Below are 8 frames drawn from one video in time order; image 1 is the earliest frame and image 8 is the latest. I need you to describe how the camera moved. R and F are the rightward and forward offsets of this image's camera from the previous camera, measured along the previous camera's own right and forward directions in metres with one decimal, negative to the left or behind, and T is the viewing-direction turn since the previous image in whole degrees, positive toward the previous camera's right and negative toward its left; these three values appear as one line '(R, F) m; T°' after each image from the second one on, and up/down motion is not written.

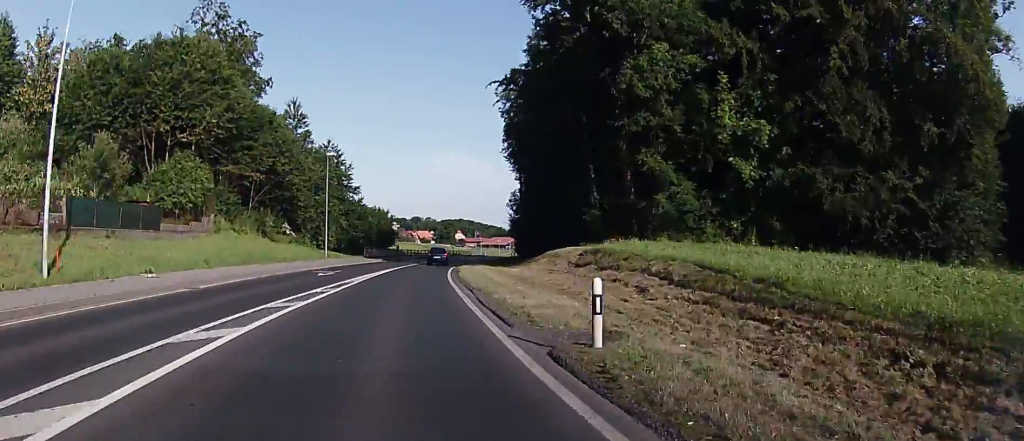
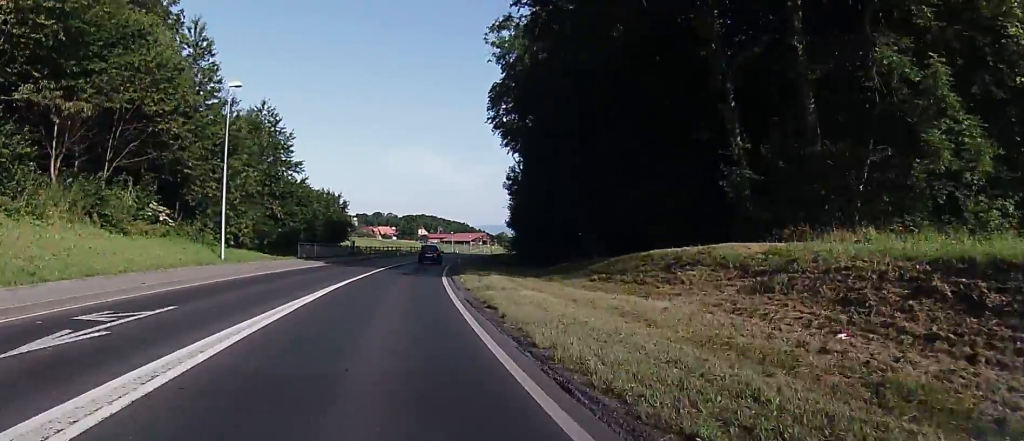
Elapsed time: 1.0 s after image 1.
(+1.5, +21.5) m; +4°
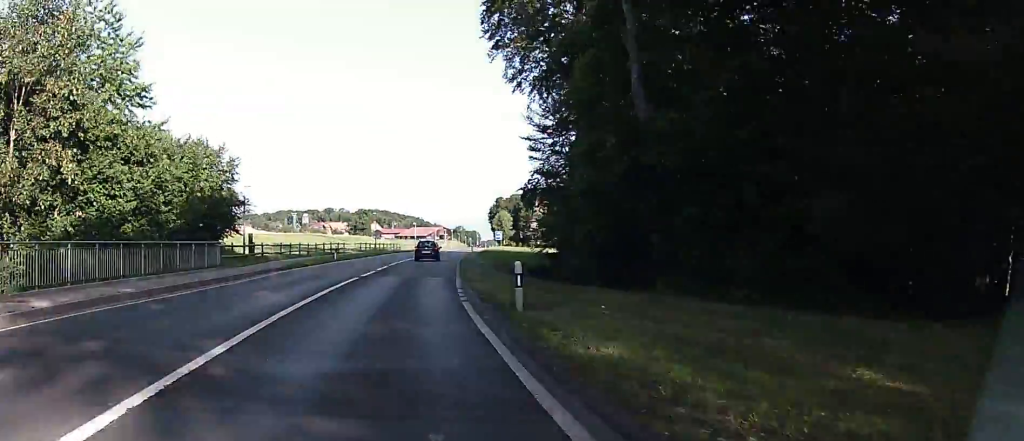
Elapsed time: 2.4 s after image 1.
(+0.9, +31.7) m; +4°
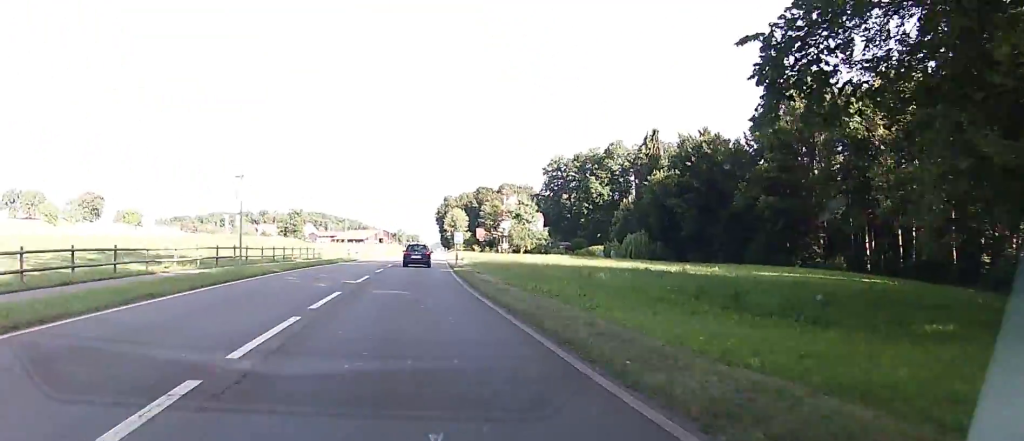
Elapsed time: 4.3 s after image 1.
(+2.2, +42.6) m; +6°
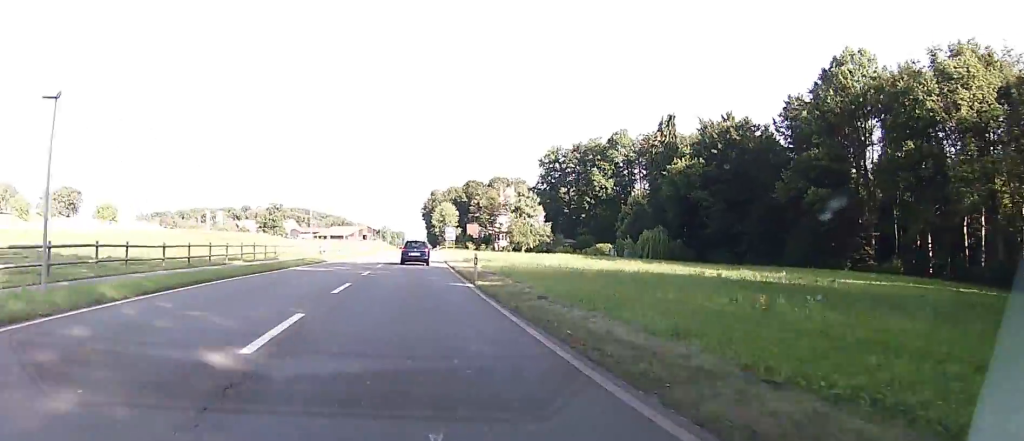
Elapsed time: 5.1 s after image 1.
(+0.5, +16.6) m; +2°
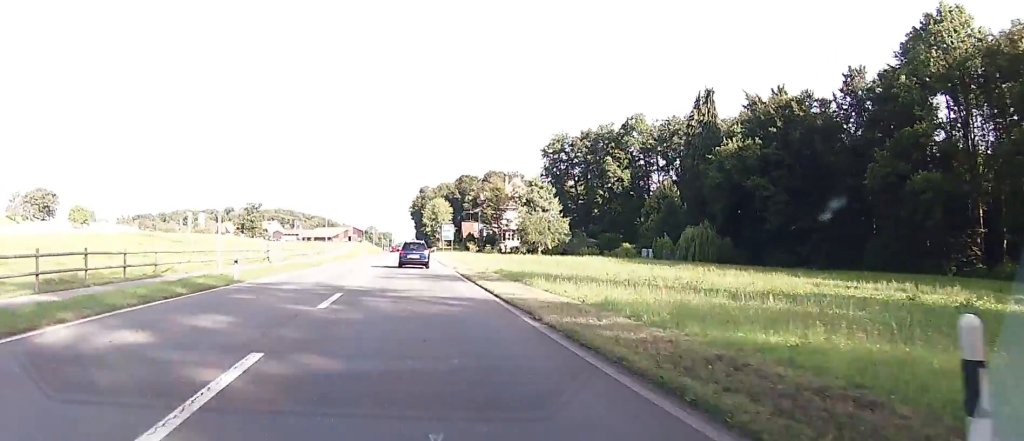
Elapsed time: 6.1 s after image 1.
(+0.2, +22.5) m; 0°
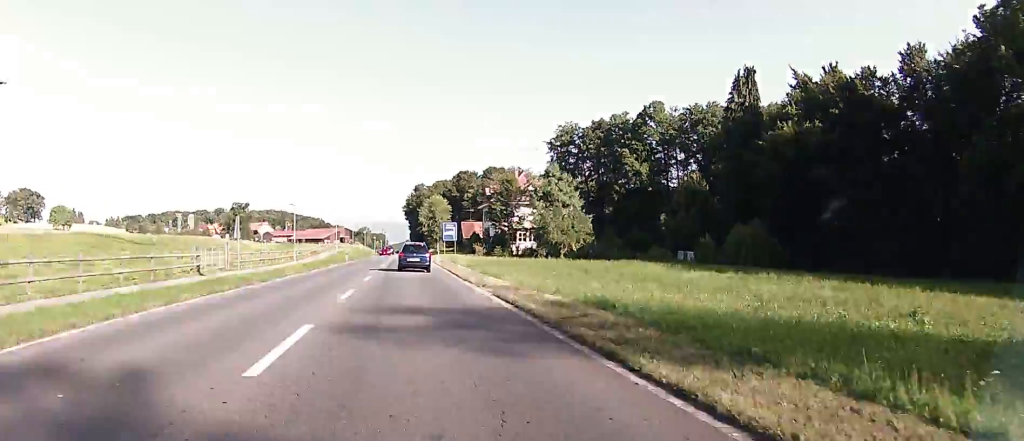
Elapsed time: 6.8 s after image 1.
(-0.2, +15.7) m; +1°
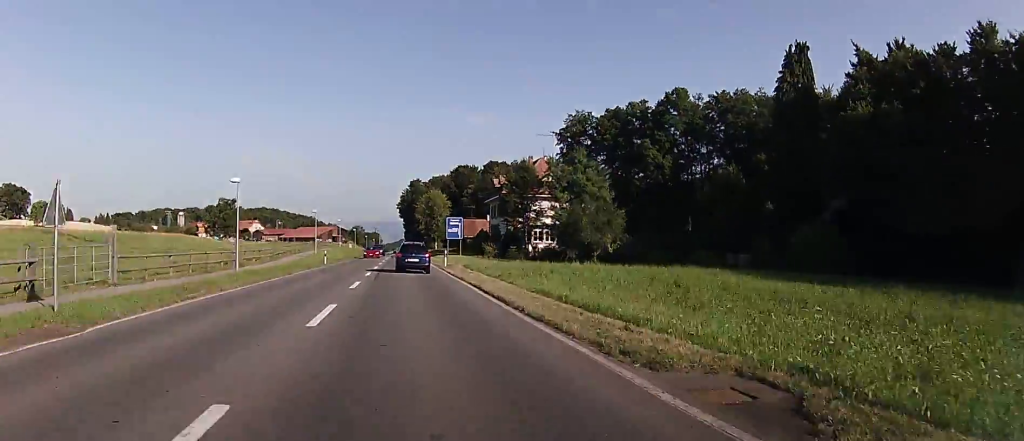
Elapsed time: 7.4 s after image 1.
(+0.3, +14.8) m; +1°
